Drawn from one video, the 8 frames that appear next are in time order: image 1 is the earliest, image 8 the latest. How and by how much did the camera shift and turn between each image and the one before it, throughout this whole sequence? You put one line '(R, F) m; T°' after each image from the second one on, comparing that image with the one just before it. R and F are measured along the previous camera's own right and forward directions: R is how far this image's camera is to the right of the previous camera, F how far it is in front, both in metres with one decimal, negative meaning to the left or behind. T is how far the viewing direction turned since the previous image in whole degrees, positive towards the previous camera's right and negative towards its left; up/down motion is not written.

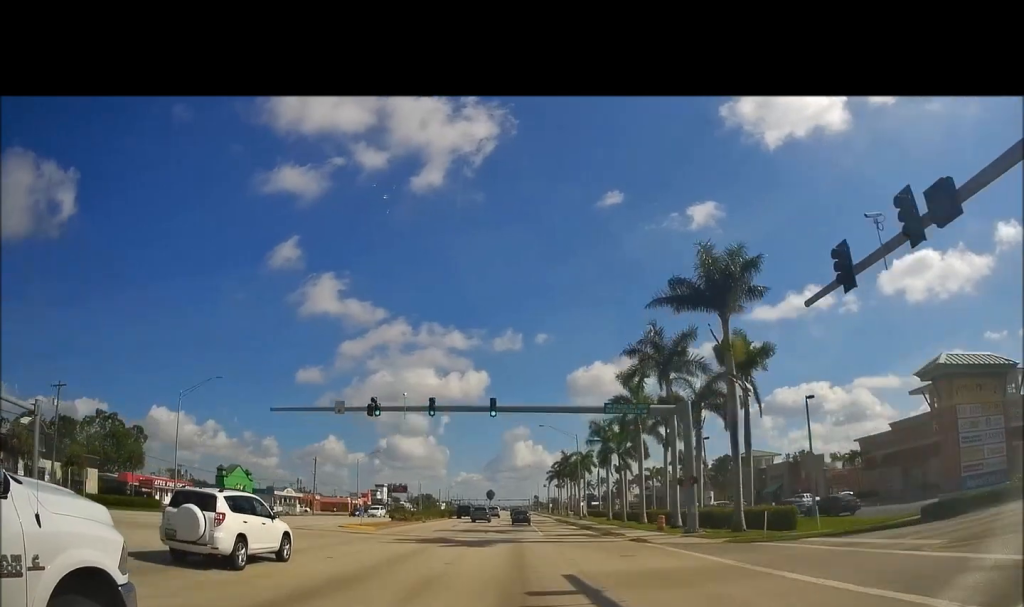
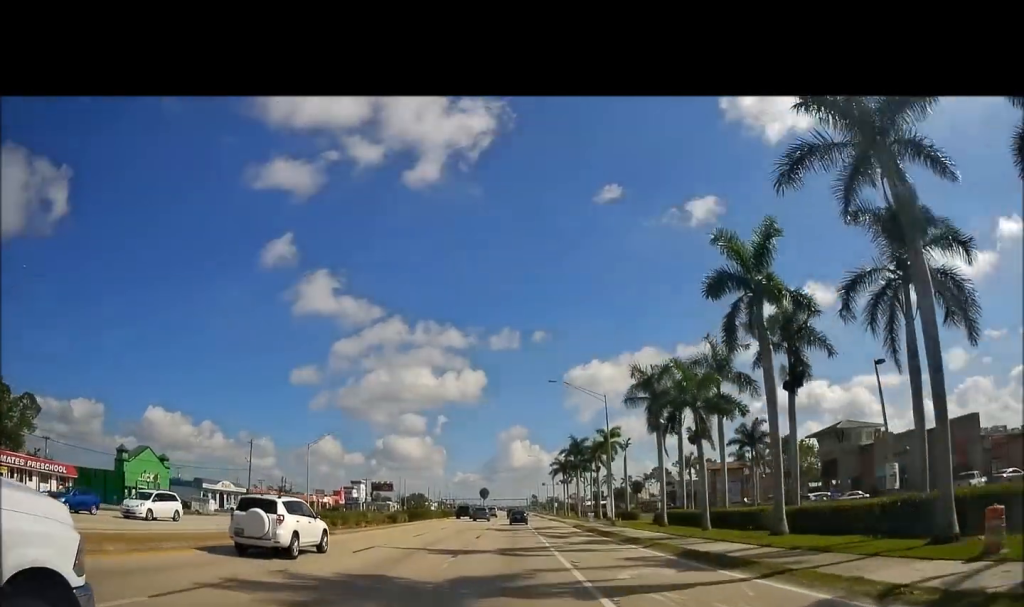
(-0.3, +29.8) m; +1°
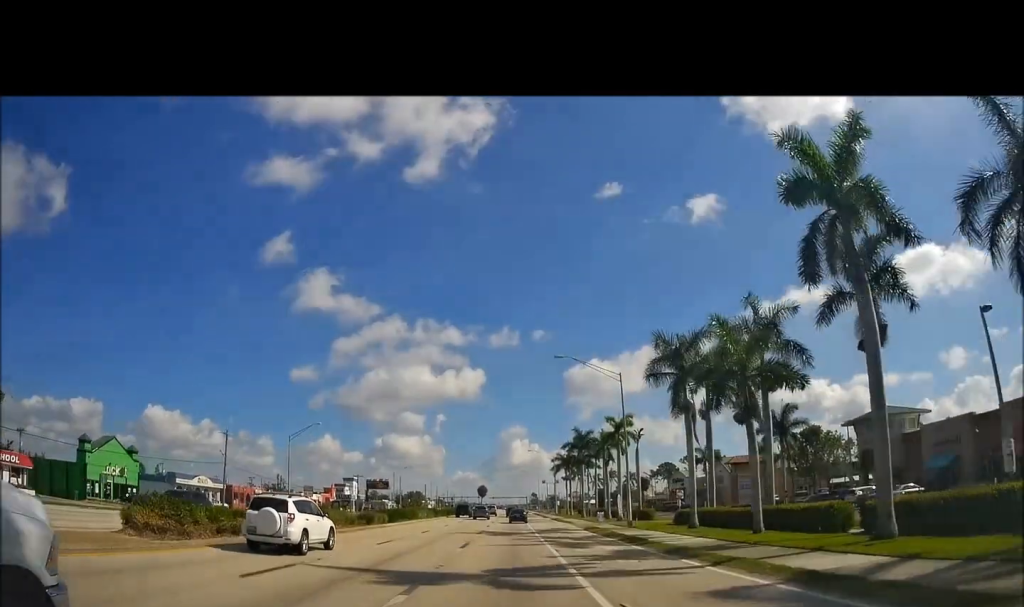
(+0.2, +8.5) m; 0°
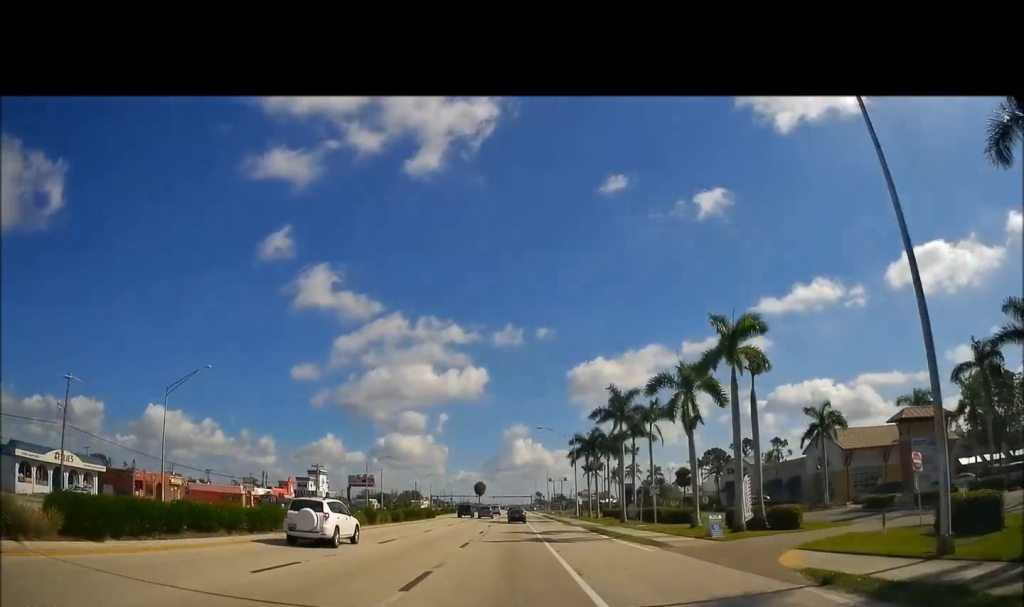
(-0.5, +35.9) m; -2°
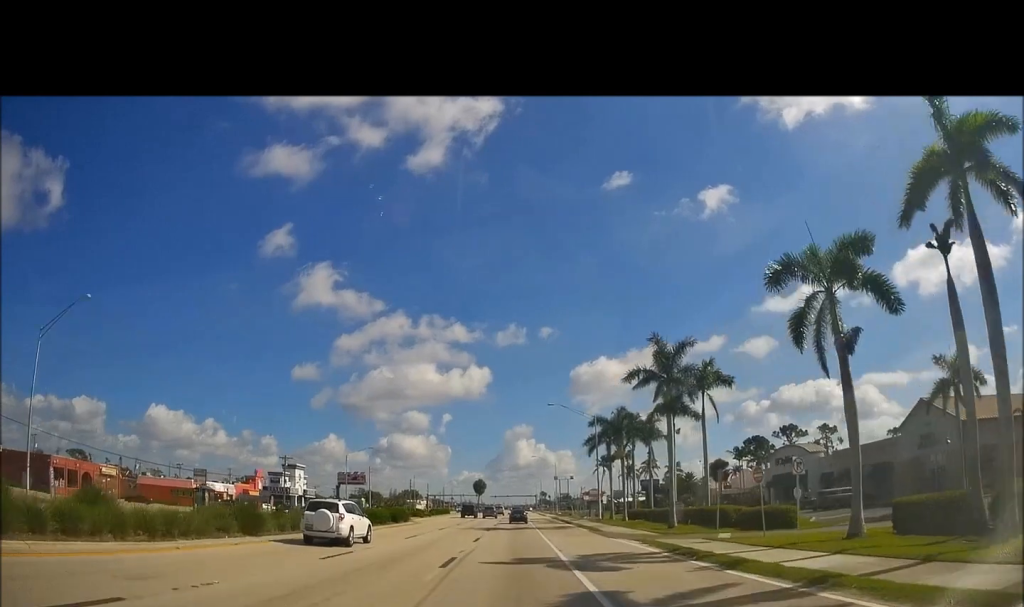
(0.0, +19.8) m; 0°
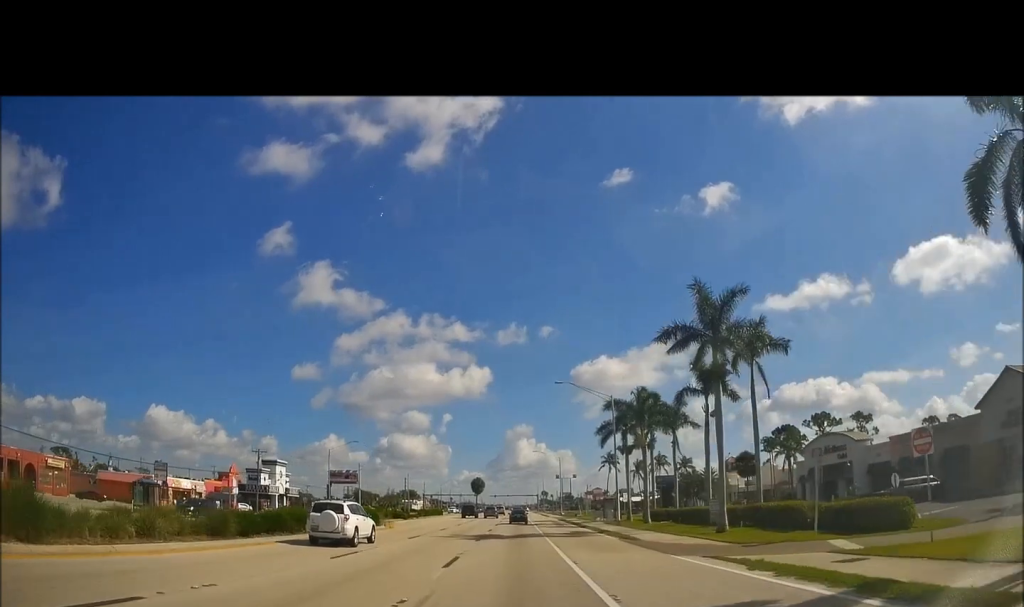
(0.0, +11.7) m; 0°
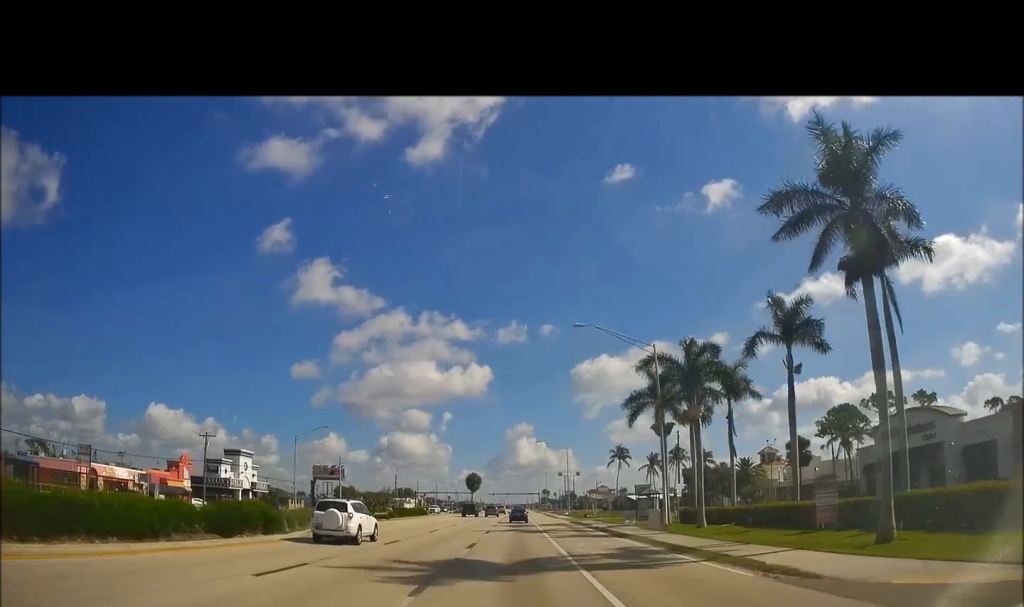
(0.0, +17.4) m; 0°
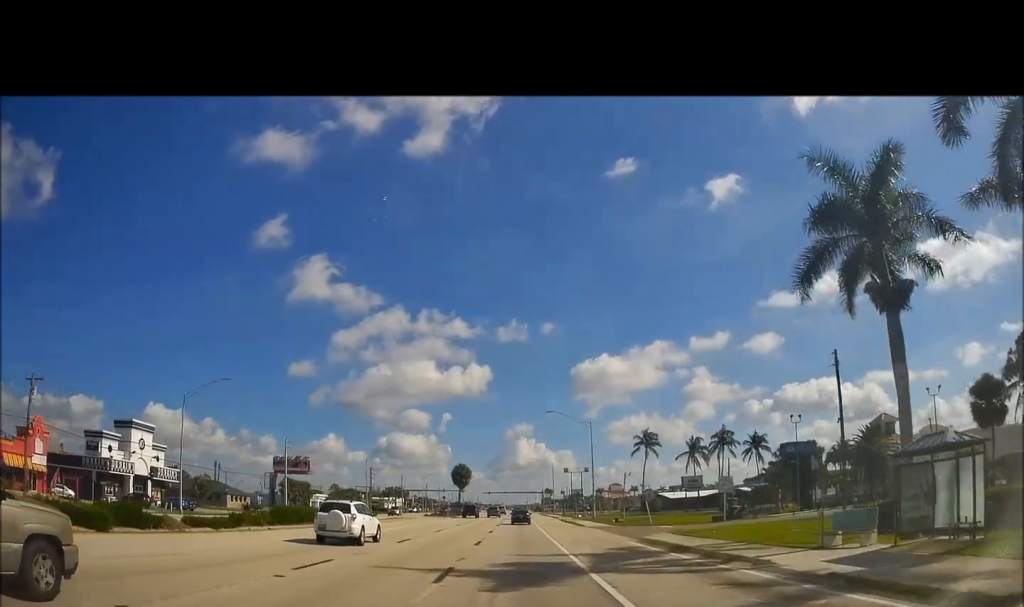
(0.0, +33.8) m; 0°
